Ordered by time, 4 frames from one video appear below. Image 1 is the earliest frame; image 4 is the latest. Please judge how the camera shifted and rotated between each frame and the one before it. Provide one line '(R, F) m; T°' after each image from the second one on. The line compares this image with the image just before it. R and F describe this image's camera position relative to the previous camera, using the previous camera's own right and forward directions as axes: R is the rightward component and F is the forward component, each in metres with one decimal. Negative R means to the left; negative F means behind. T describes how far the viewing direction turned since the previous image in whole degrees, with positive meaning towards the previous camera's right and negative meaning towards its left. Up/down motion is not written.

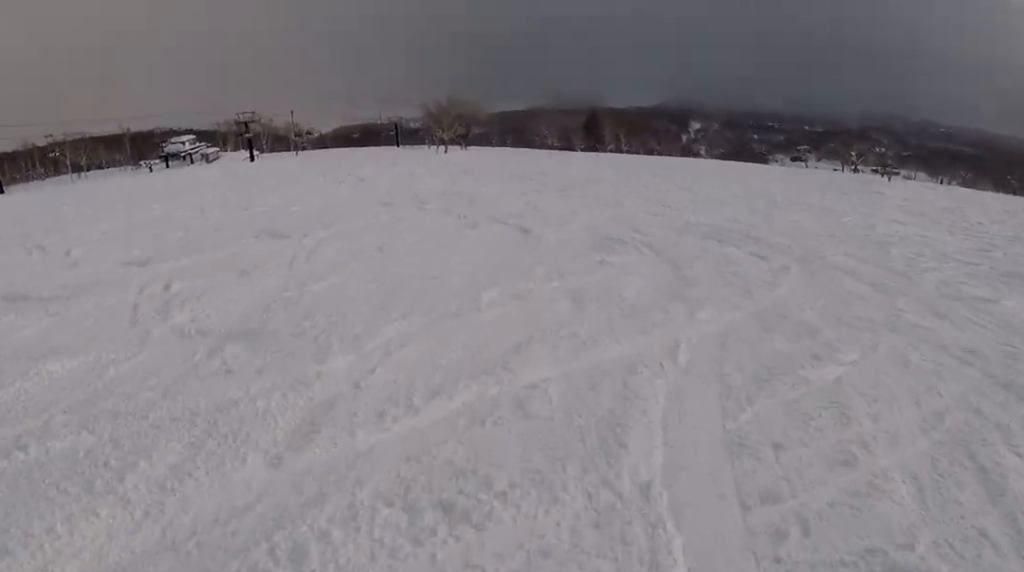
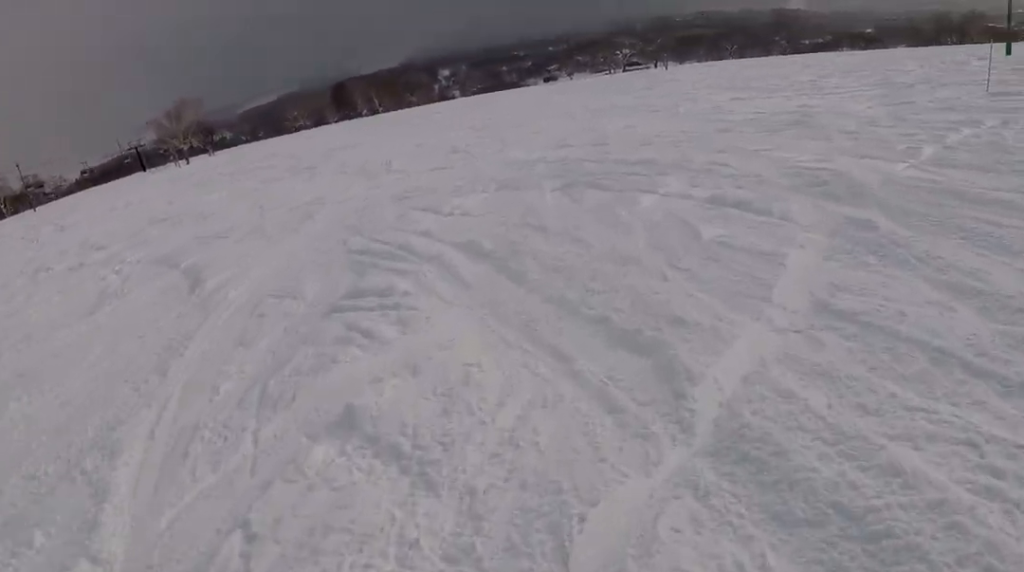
(+1.2, +11.6) m; +15°
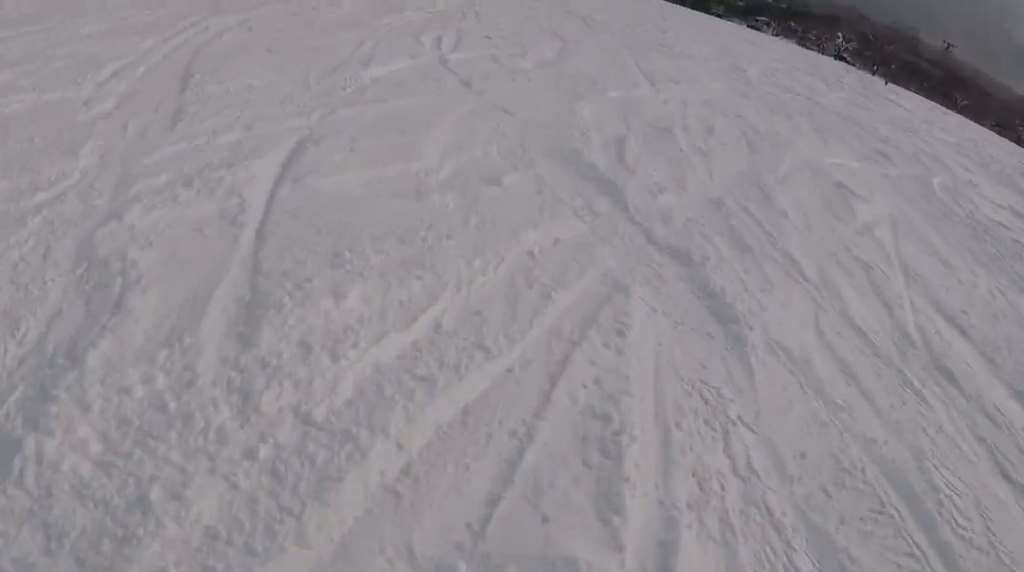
(-0.4, +15.3) m; -11°
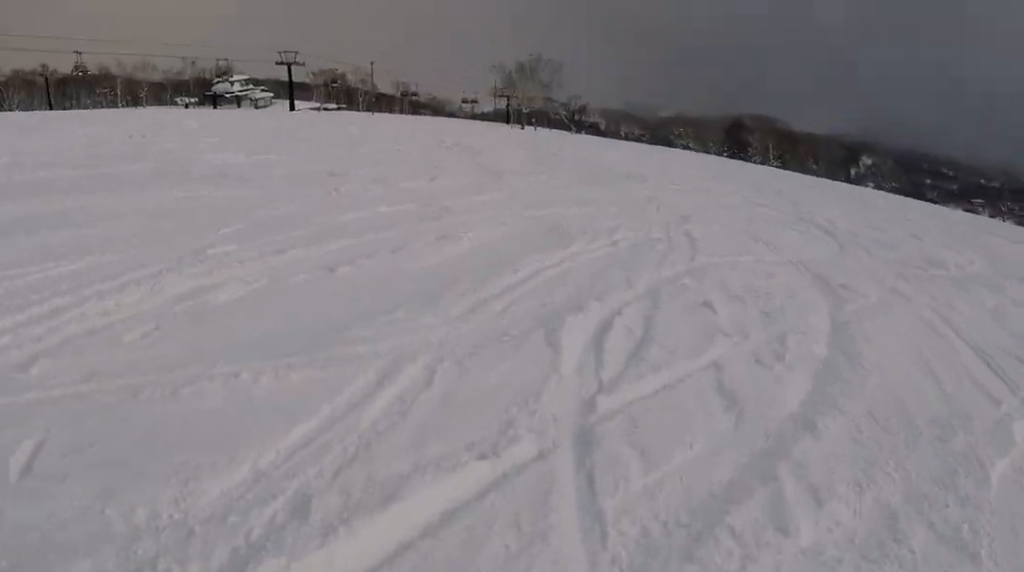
(+0.1, +7.0) m; +4°
